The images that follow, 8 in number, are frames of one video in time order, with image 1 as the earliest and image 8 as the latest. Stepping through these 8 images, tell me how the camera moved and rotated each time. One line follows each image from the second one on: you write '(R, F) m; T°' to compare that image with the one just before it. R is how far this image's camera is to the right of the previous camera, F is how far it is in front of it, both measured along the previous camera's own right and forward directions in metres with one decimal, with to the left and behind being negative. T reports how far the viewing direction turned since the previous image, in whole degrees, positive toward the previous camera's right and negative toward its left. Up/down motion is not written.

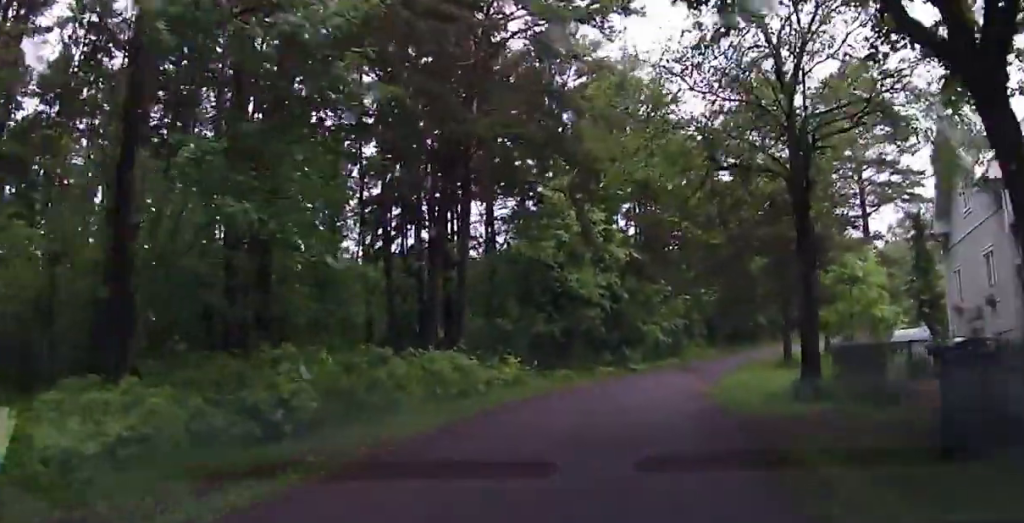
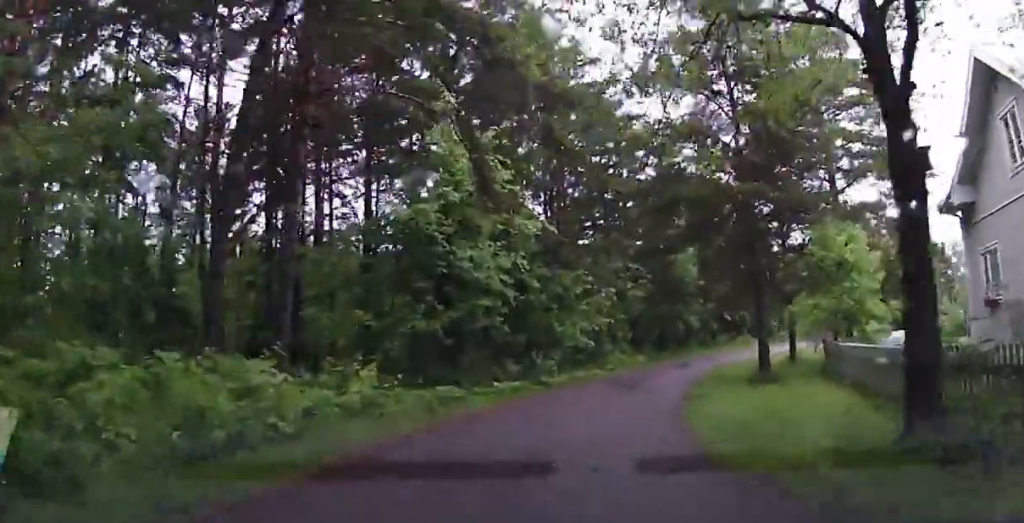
(-2.8, +7.6) m; -1°
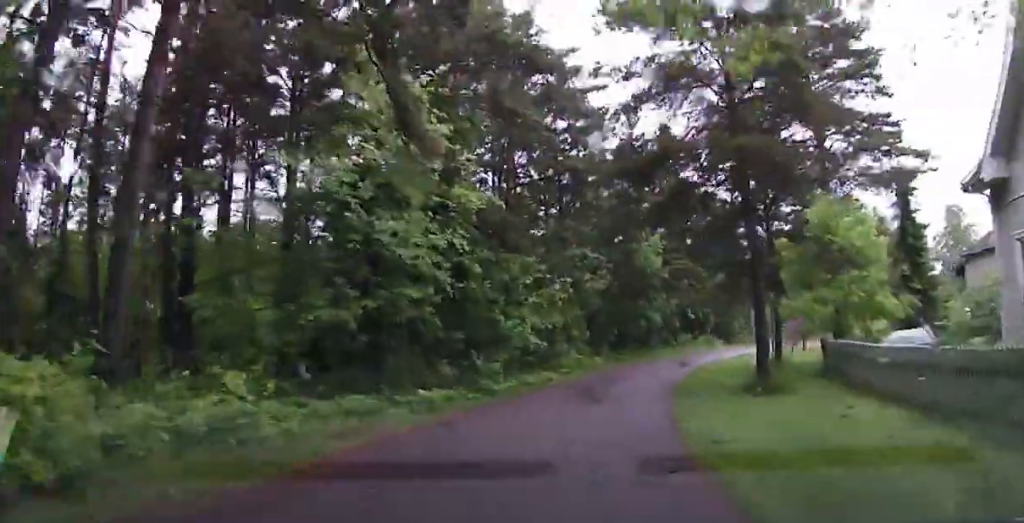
(+1.1, +4.1) m; +14°
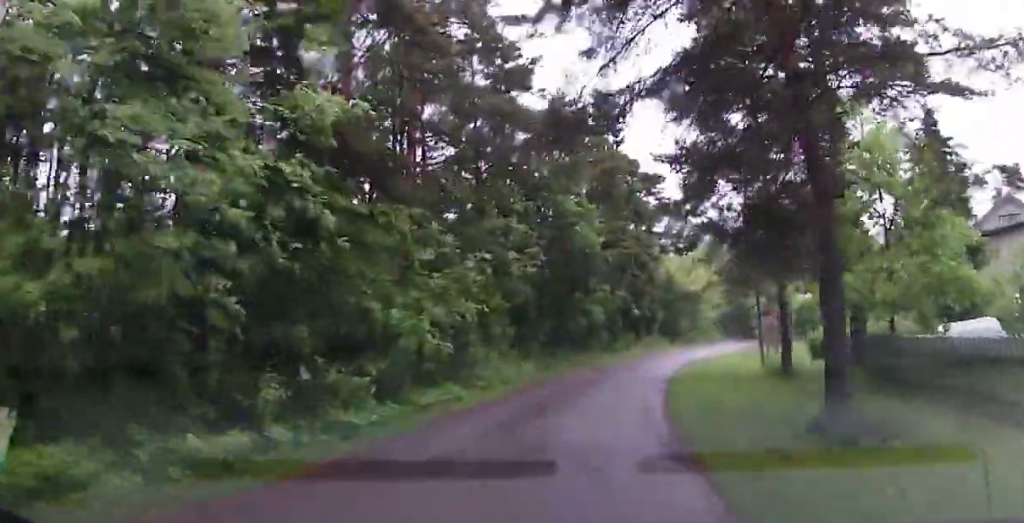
(+1.3, +7.4) m; +14°
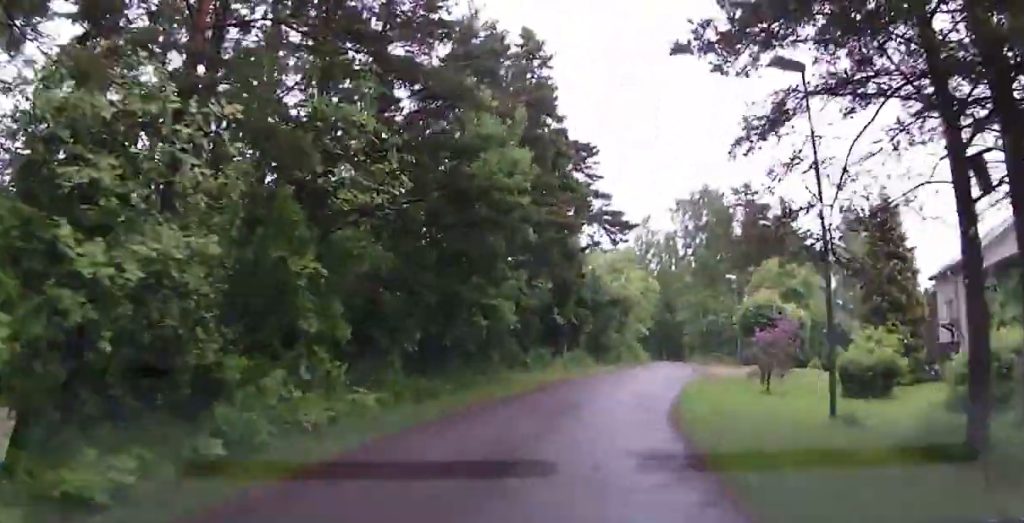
(+1.0, +11.7) m; +8°
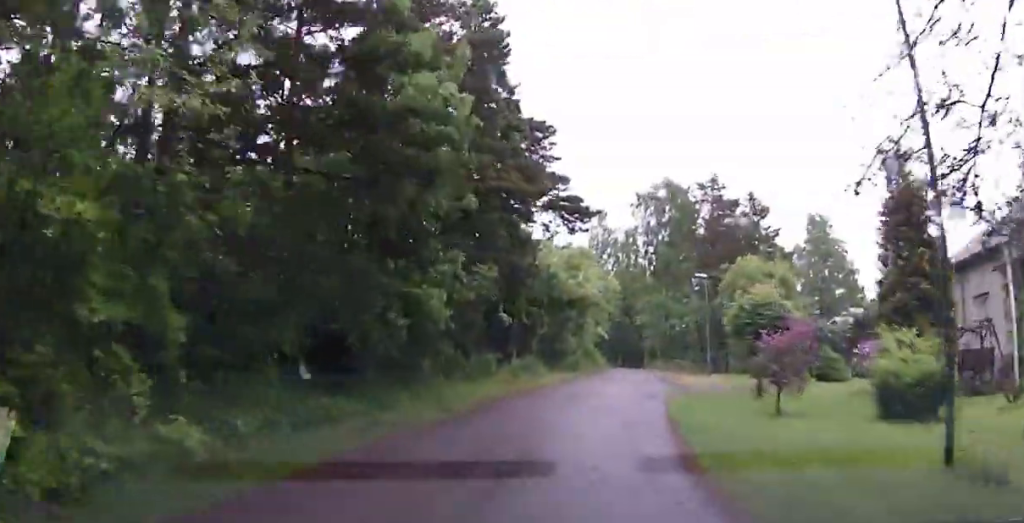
(+0.1, +5.2) m; +2°
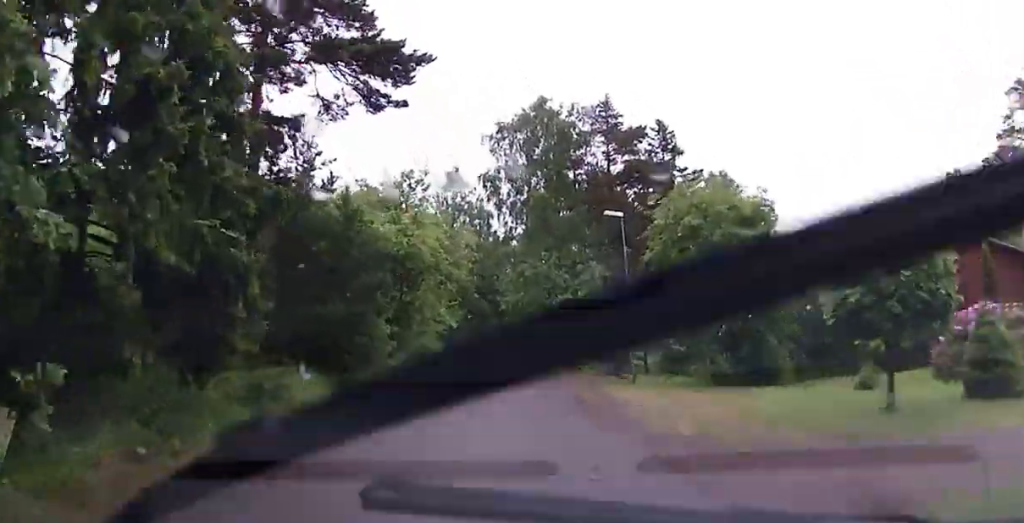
(+1.5, +19.0) m; +6°
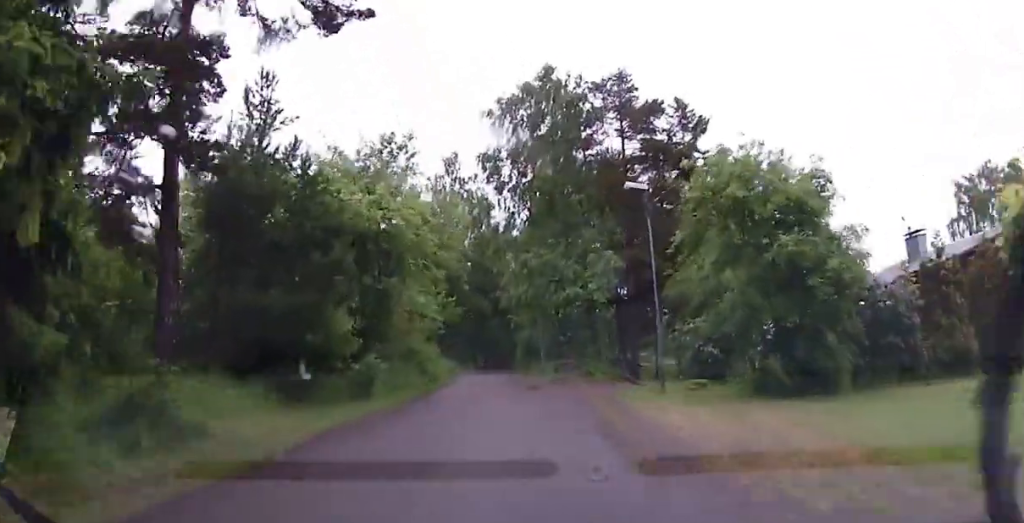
(-0.6, +4.9) m; +6°
